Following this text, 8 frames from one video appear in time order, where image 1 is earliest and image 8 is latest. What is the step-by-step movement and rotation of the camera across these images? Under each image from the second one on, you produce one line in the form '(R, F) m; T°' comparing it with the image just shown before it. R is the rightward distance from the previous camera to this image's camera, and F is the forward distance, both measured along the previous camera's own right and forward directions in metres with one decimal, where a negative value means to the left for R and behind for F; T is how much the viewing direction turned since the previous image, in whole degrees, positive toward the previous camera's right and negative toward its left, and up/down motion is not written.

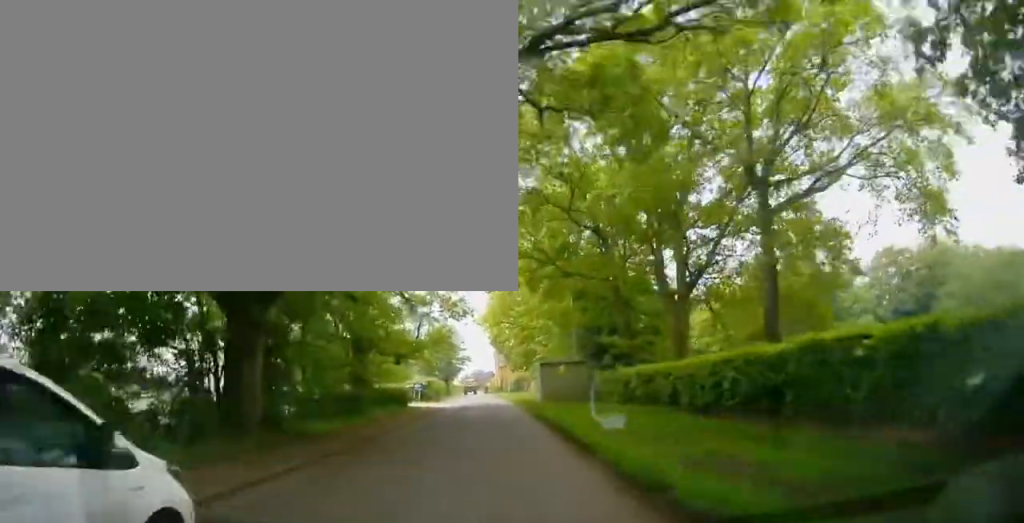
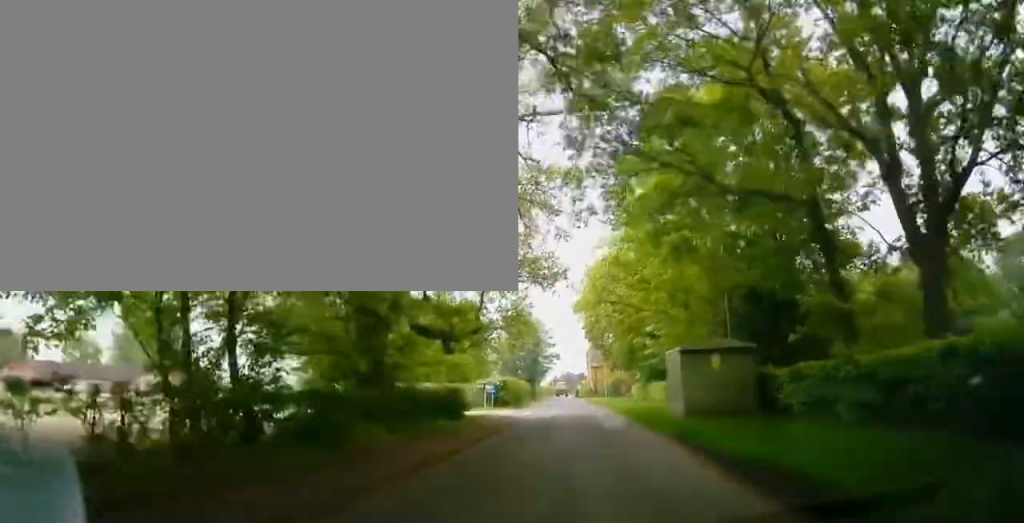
(-1.2, +13.3) m; -8°
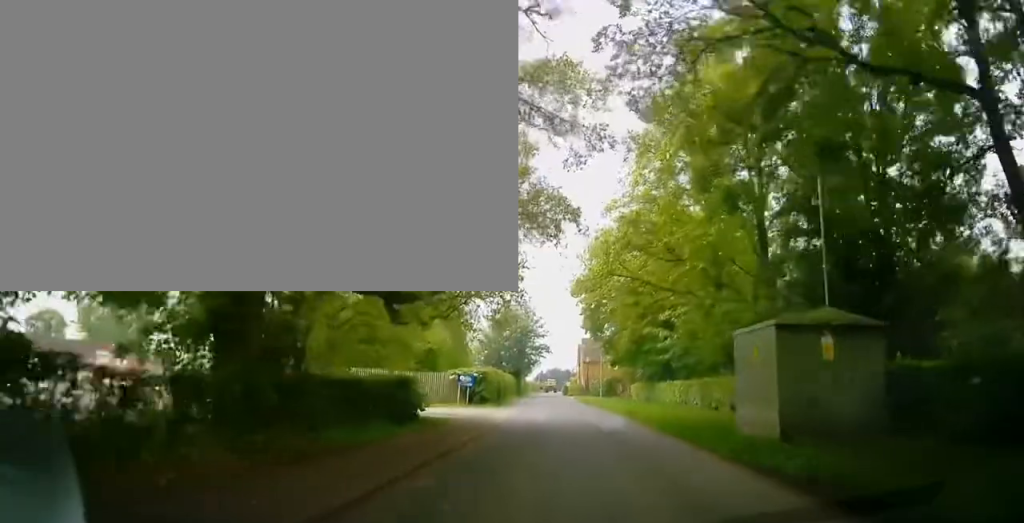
(-0.3, +7.6) m; 0°
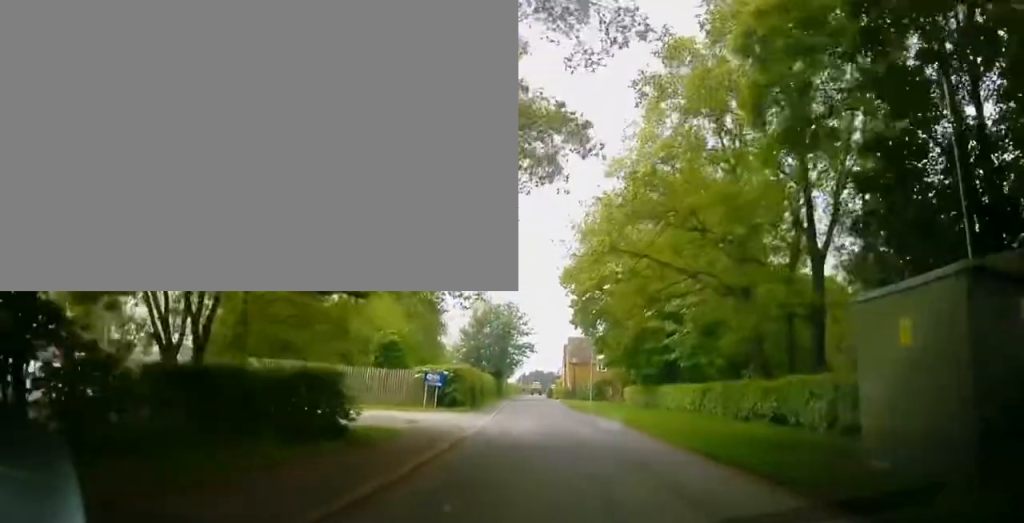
(0.0, +5.4) m; +1°
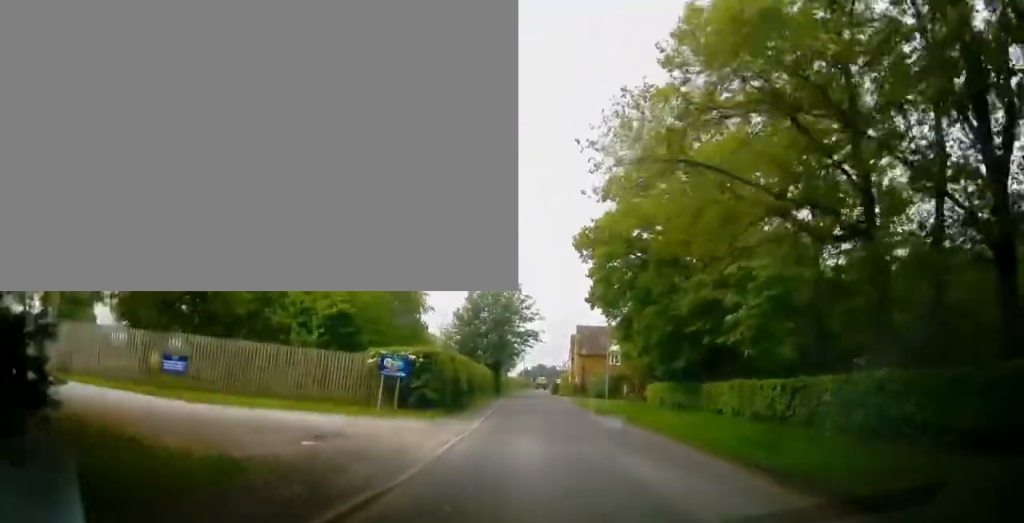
(+0.4, +8.7) m; +1°
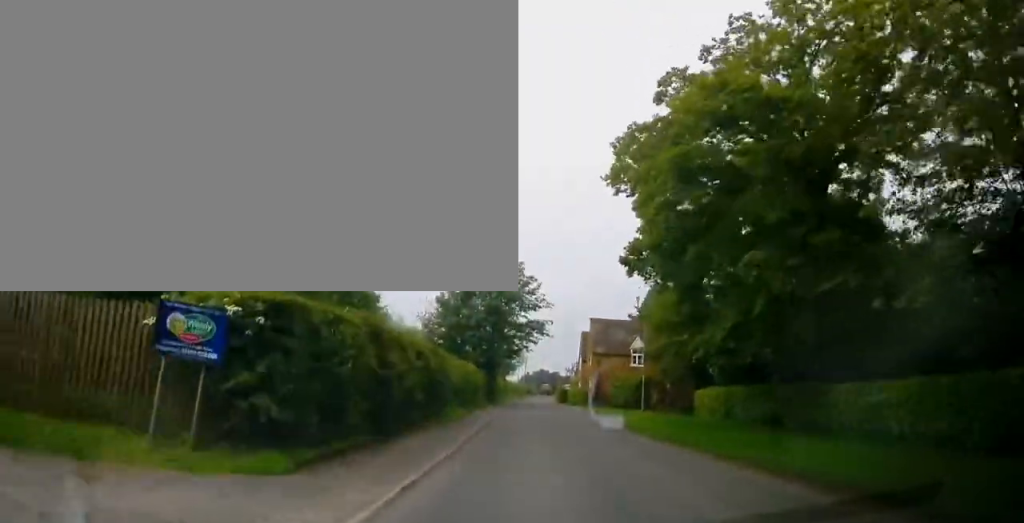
(+0.2, +11.6) m; +5°
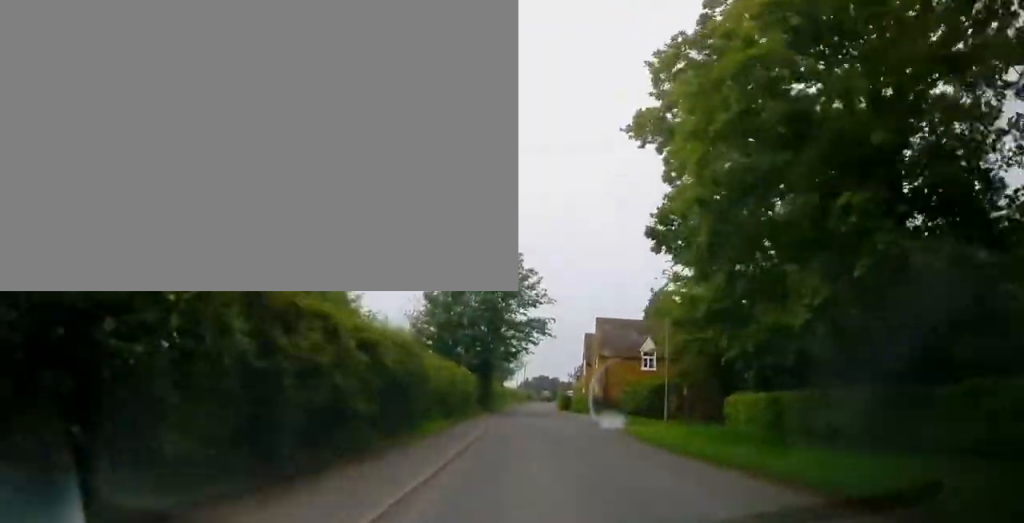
(+0.1, +4.9) m; -1°
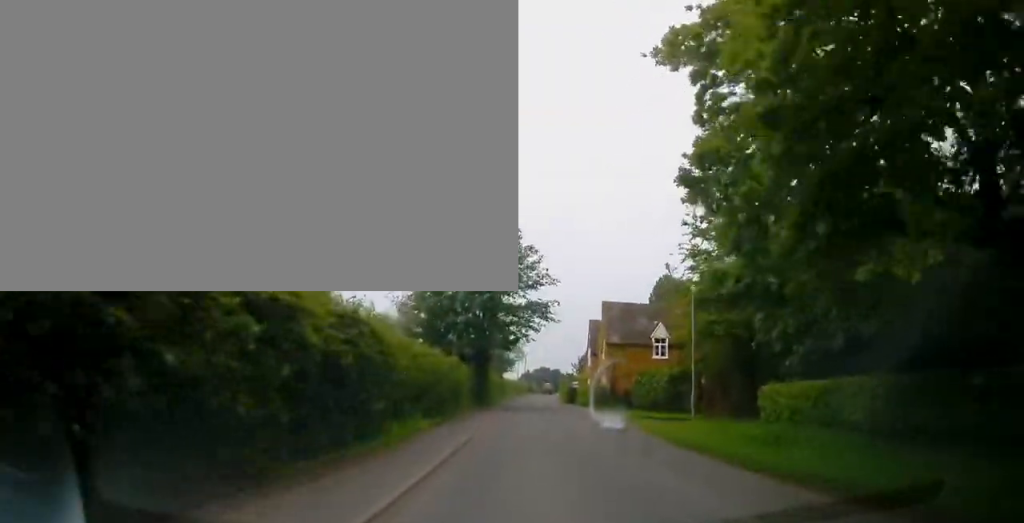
(+0.2, +3.9) m; -2°
